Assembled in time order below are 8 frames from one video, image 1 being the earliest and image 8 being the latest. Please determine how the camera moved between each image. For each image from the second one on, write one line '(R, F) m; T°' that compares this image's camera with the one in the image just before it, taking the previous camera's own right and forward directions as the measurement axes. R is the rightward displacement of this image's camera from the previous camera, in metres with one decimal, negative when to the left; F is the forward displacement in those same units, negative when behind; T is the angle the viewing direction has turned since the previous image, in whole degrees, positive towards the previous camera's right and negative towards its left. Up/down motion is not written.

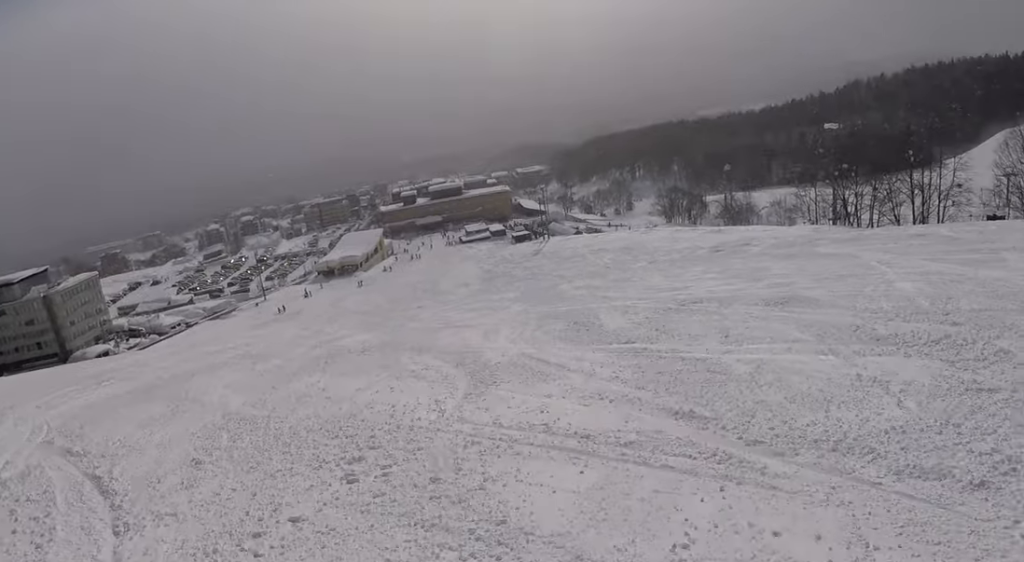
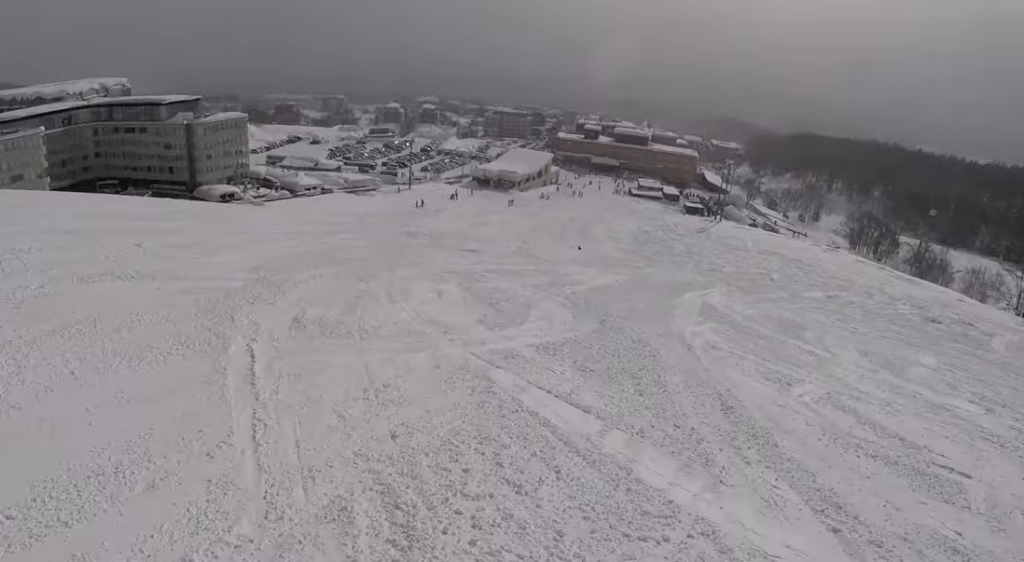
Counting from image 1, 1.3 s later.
(-1.5, +10.4) m; -10°
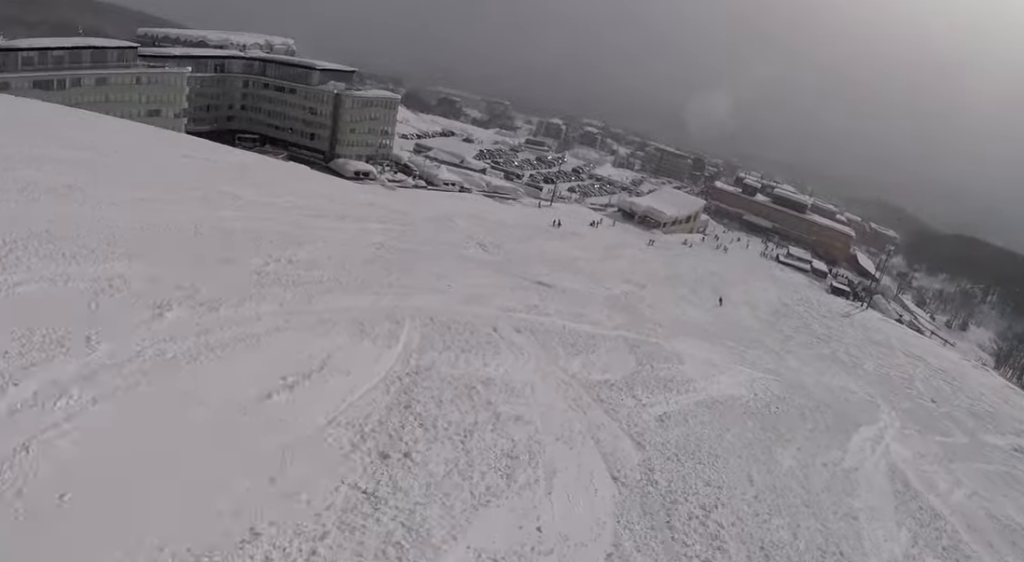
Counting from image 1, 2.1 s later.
(-0.1, +6.1) m; -4°
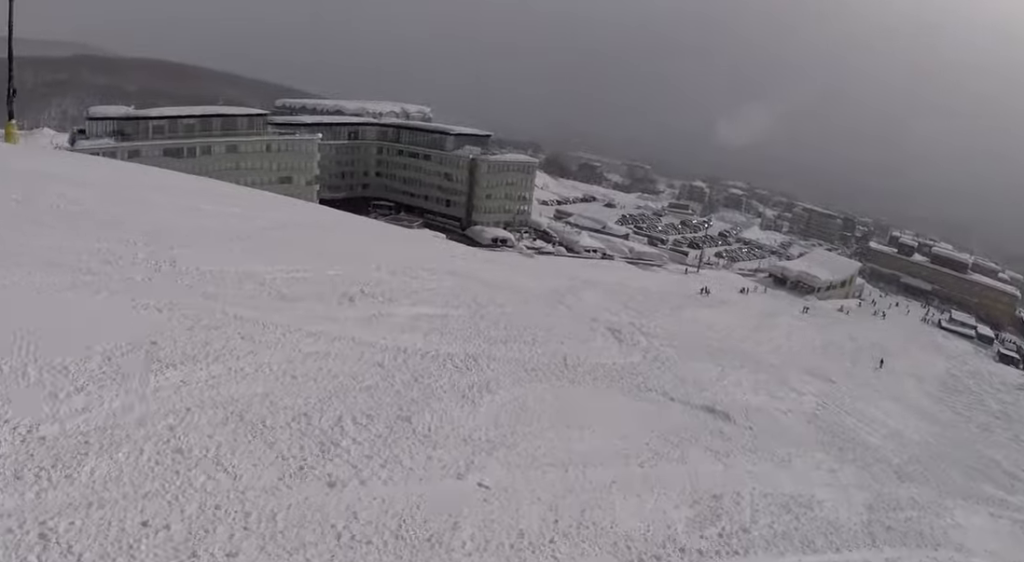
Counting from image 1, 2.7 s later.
(-0.1, +5.2) m; -7°
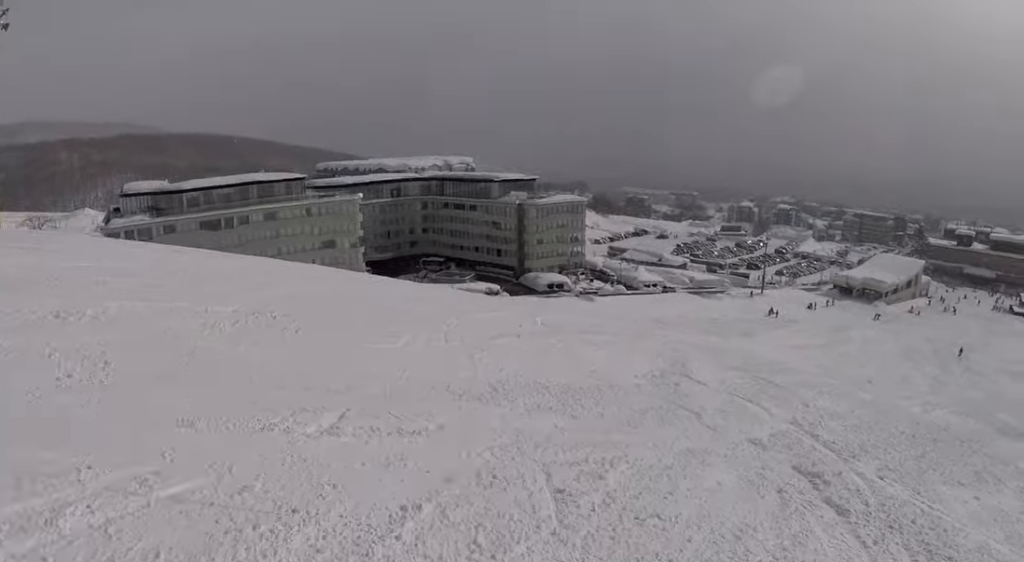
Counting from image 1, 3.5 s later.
(-0.7, +5.7) m; +8°
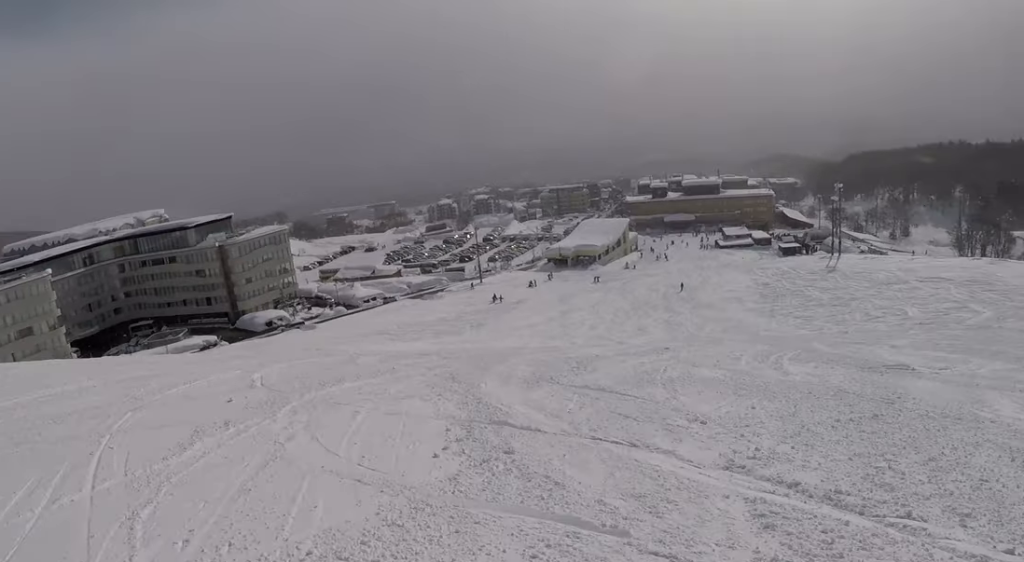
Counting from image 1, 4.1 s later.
(0.0, +4.1) m; +12°
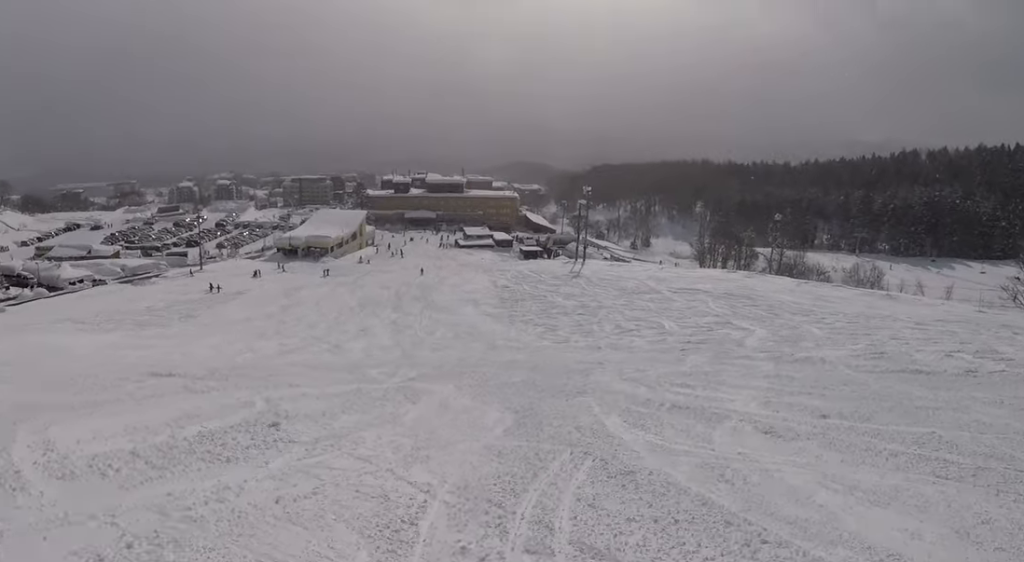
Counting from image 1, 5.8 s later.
(+4.1, +11.2) m; +13°
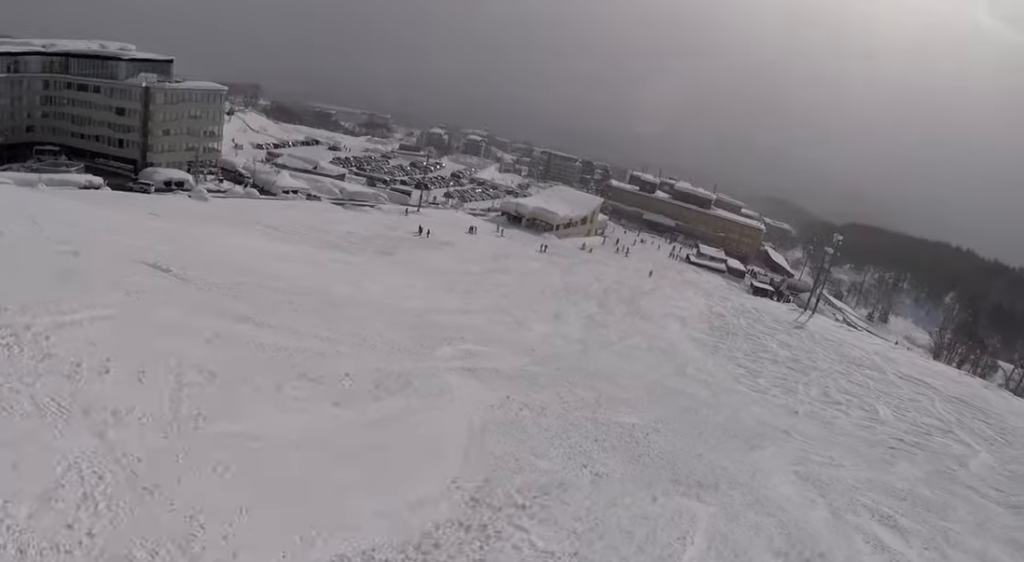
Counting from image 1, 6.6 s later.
(-0.7, +5.7) m; -13°
